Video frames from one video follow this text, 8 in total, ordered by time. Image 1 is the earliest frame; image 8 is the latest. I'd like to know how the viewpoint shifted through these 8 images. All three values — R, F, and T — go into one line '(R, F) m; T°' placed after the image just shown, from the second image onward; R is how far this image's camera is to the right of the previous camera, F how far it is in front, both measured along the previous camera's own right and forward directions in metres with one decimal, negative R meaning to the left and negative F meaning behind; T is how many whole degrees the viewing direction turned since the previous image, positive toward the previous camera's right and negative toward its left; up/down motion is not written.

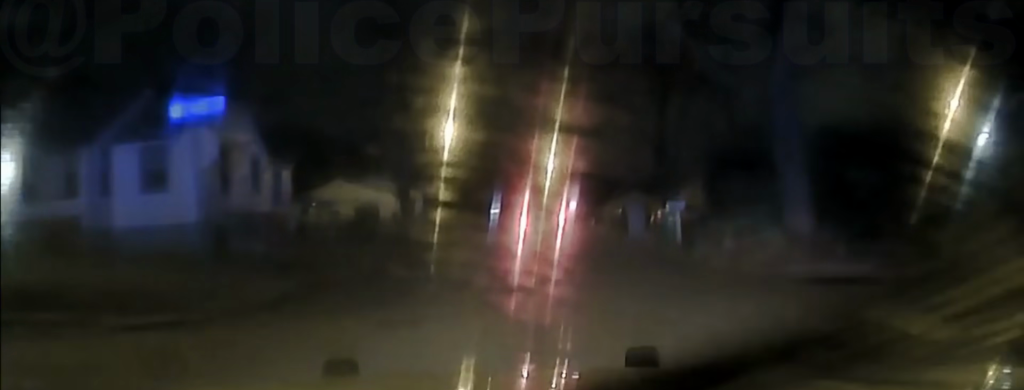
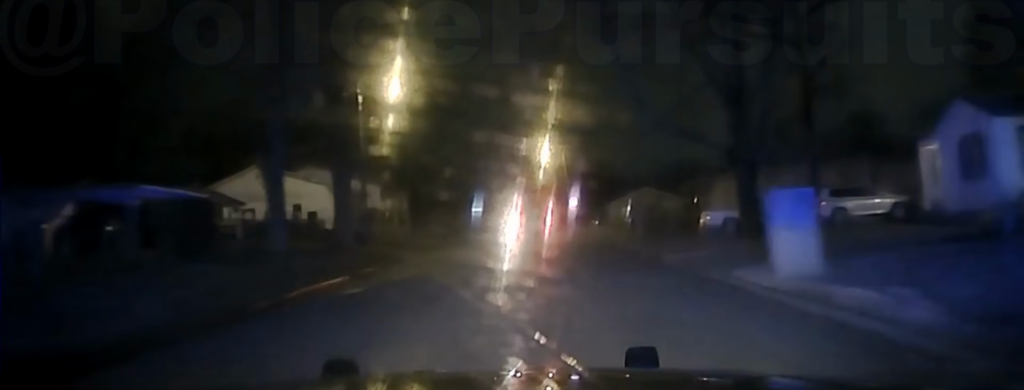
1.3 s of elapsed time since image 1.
(-0.4, +24.2) m; -1°
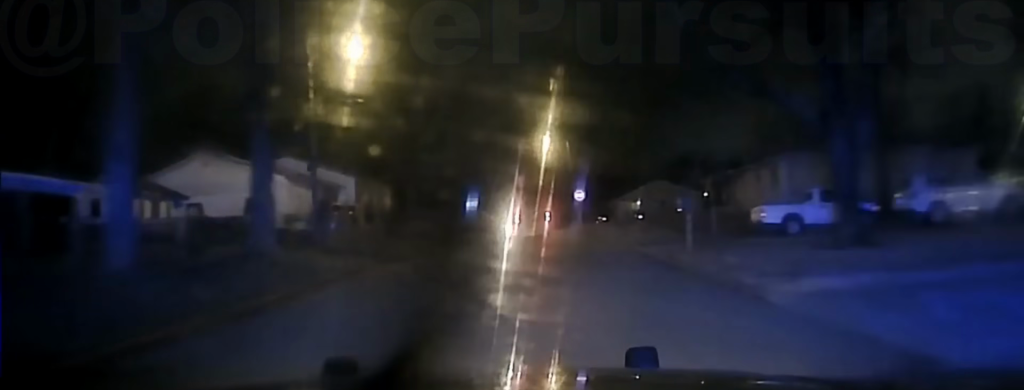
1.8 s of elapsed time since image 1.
(0.0, +10.3) m; 0°
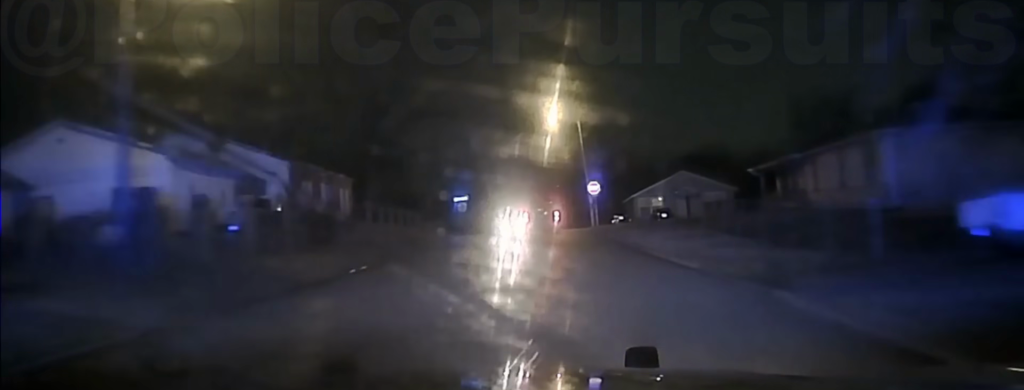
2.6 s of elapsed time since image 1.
(+0.2, +17.0) m; +1°
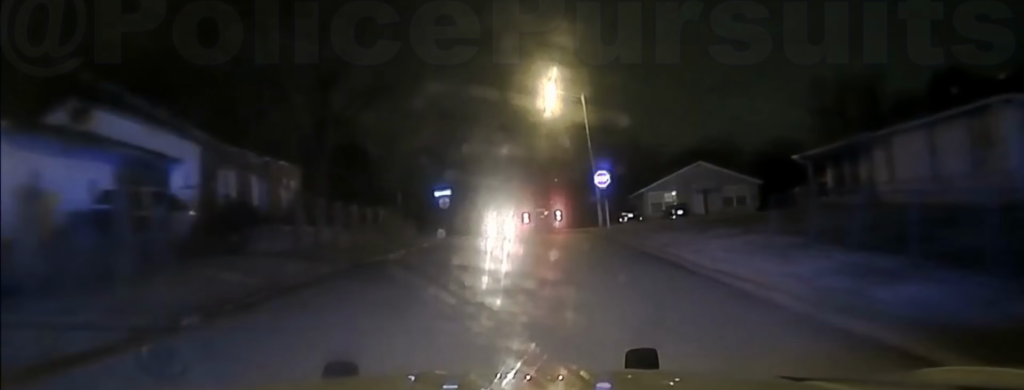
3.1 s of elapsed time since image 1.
(+0.1, +10.7) m; 0°
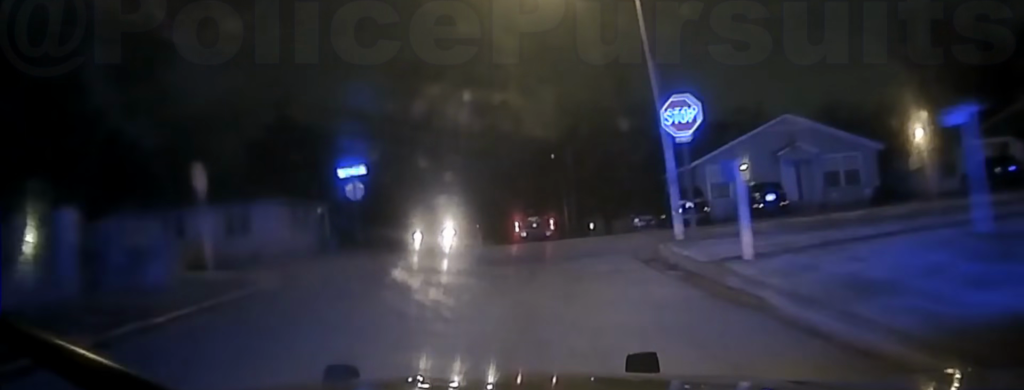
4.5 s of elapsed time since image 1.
(+0.1, +27.9) m; 0°
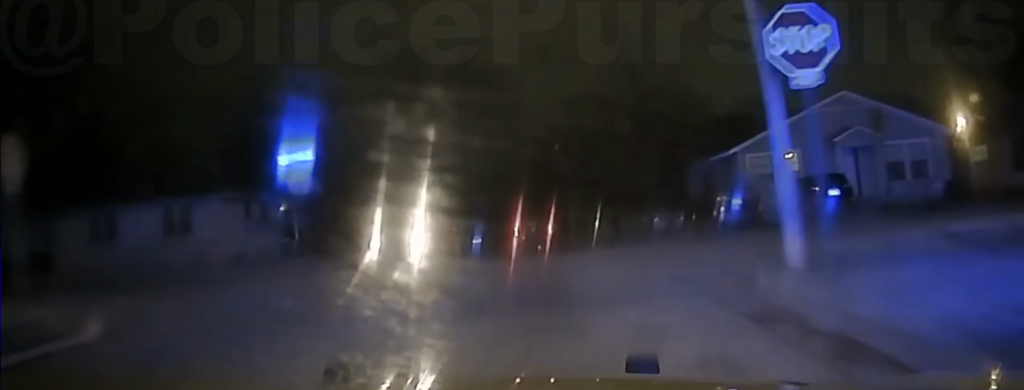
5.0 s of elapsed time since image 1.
(-0.1, +7.8) m; -1°
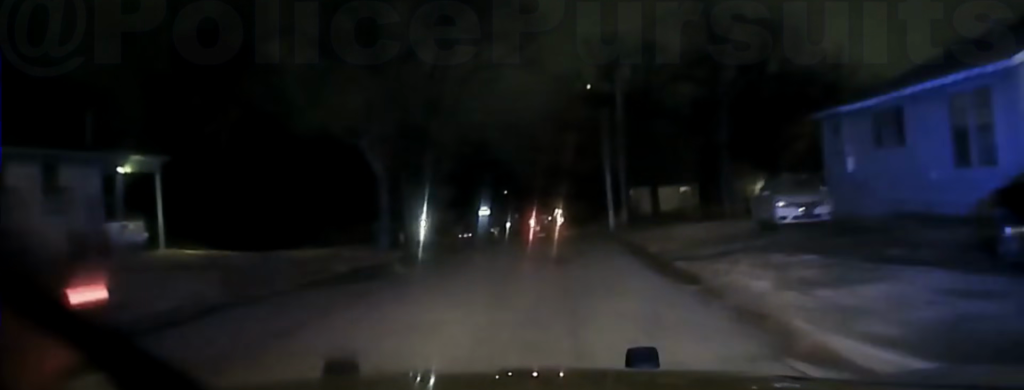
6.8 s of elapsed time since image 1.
(-0.2, +23.8) m; 0°
